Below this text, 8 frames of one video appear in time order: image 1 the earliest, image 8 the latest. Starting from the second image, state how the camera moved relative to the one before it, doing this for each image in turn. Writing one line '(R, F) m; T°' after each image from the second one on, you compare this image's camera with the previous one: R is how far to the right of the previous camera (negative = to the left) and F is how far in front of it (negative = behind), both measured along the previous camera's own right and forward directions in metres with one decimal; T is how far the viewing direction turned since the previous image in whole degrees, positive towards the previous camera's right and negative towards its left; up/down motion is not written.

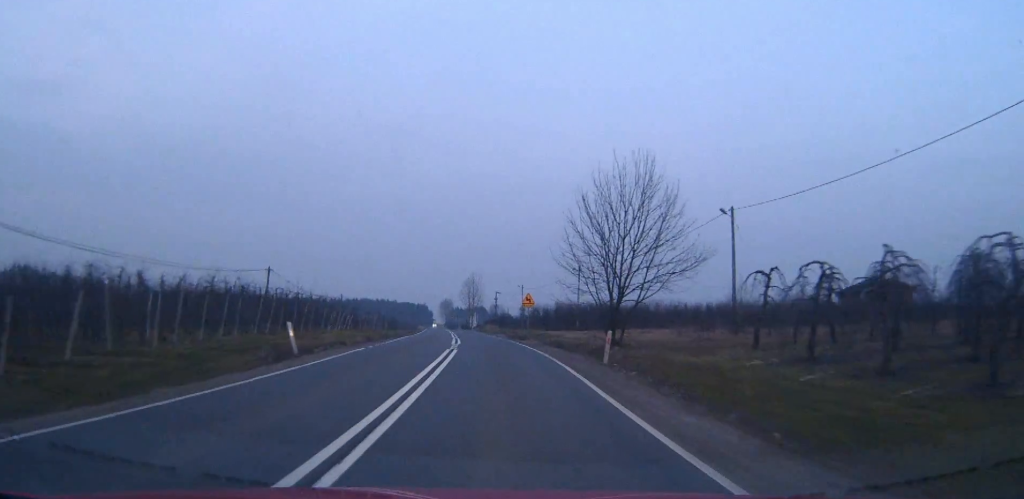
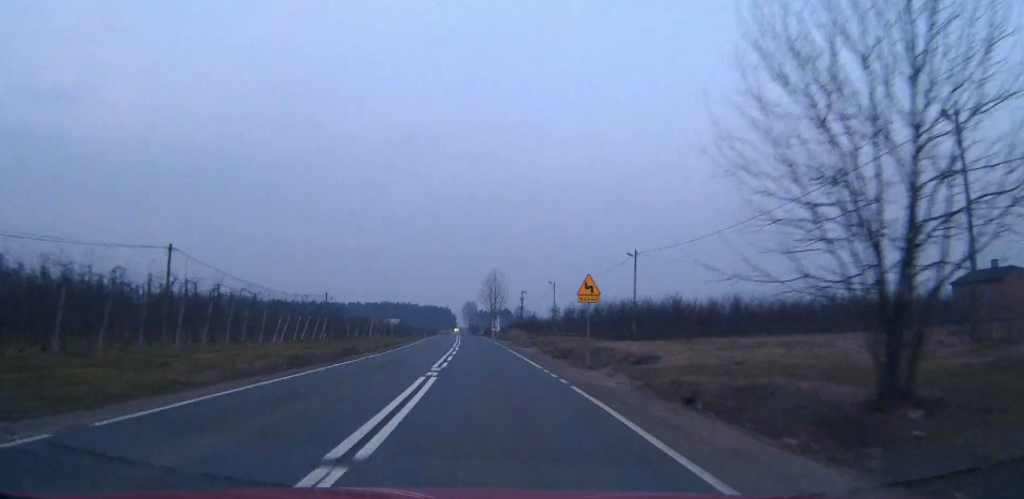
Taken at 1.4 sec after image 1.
(-0.2, +24.5) m; -1°
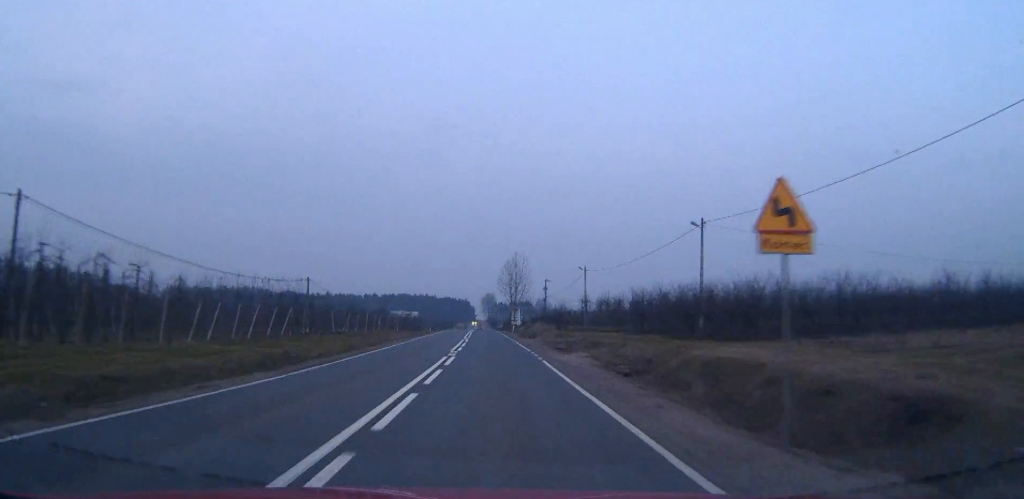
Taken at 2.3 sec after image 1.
(-0.2, +17.1) m; -1°
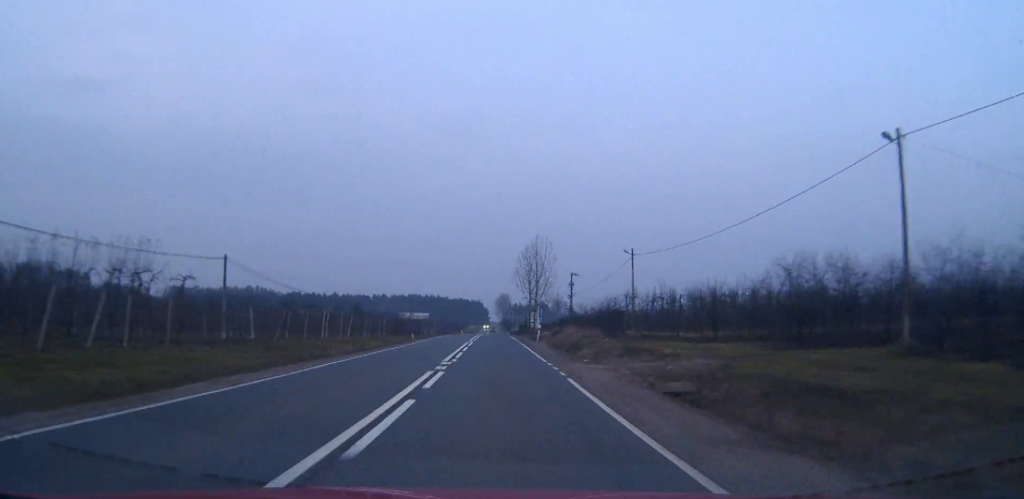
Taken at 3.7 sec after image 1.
(-0.5, +26.3) m; -2°
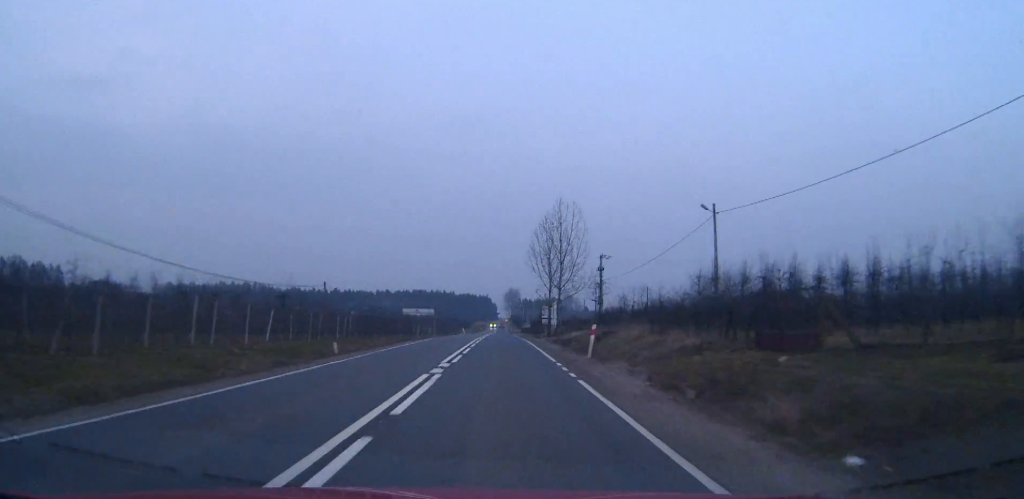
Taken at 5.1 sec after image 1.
(-0.2, +26.5) m; -1°
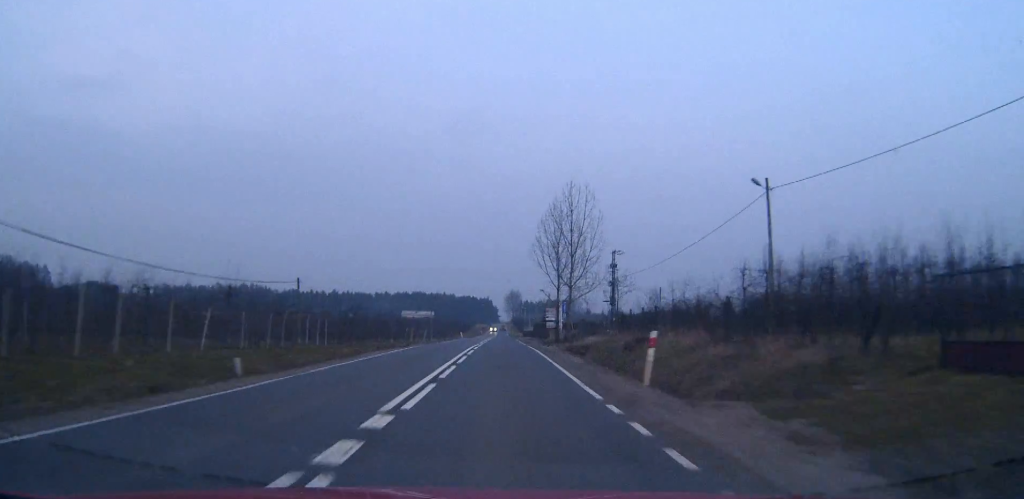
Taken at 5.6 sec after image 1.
(0.0, +9.9) m; 0°
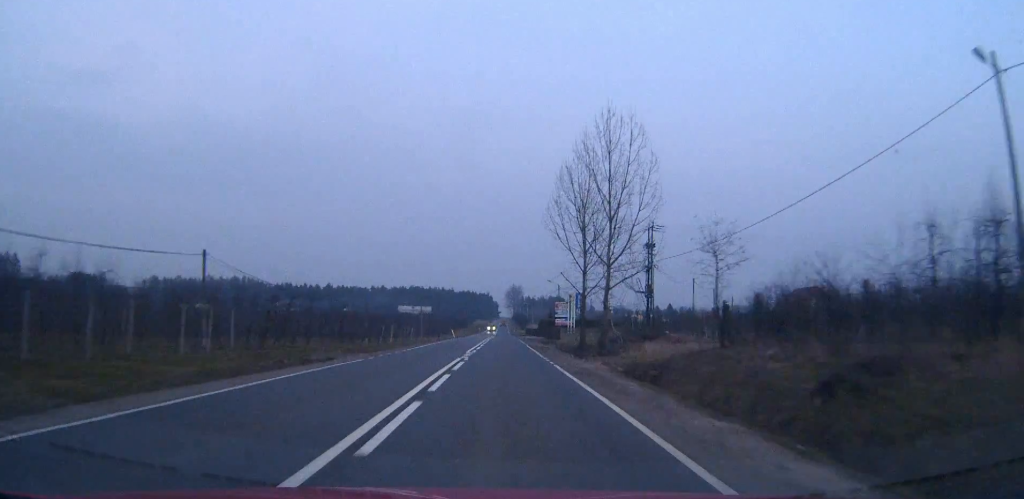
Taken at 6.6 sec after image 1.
(-0.1, +20.7) m; 0°
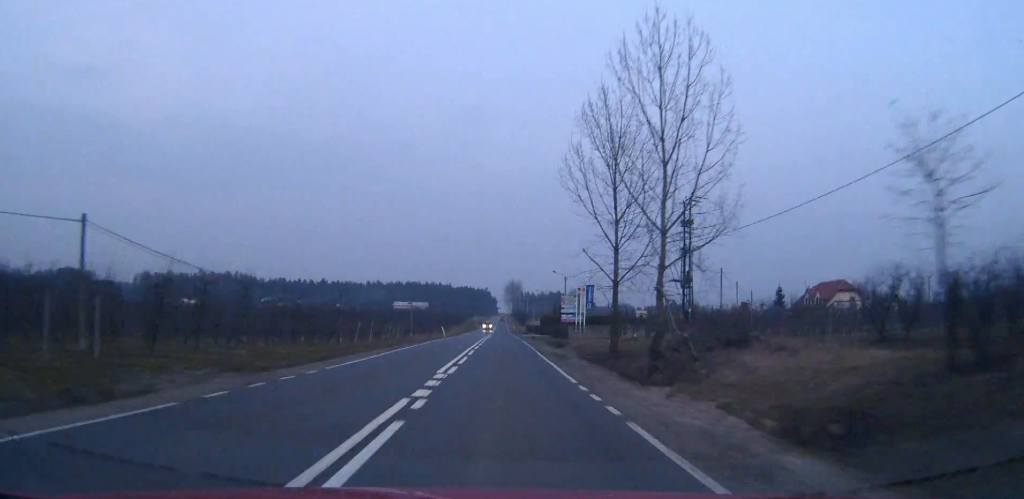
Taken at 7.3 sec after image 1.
(0.0, +13.6) m; 0°
